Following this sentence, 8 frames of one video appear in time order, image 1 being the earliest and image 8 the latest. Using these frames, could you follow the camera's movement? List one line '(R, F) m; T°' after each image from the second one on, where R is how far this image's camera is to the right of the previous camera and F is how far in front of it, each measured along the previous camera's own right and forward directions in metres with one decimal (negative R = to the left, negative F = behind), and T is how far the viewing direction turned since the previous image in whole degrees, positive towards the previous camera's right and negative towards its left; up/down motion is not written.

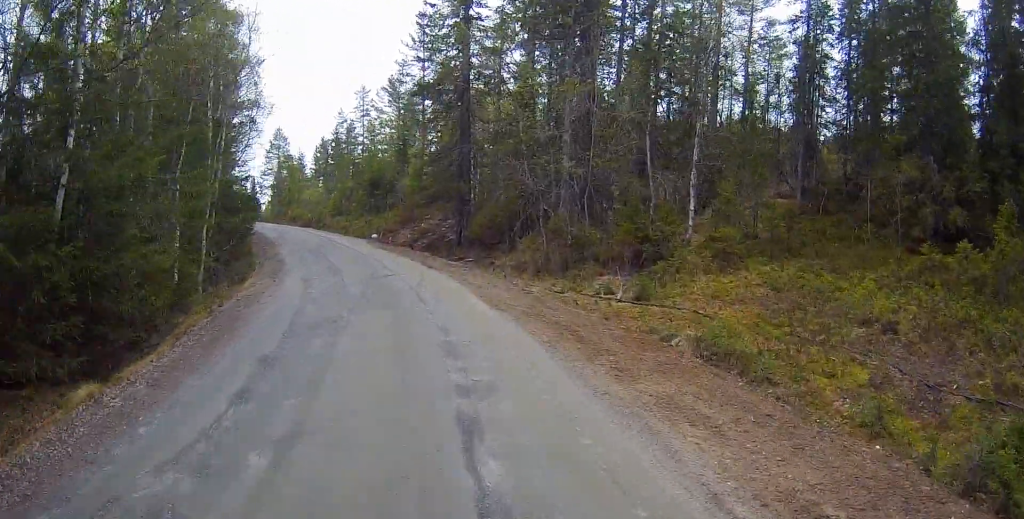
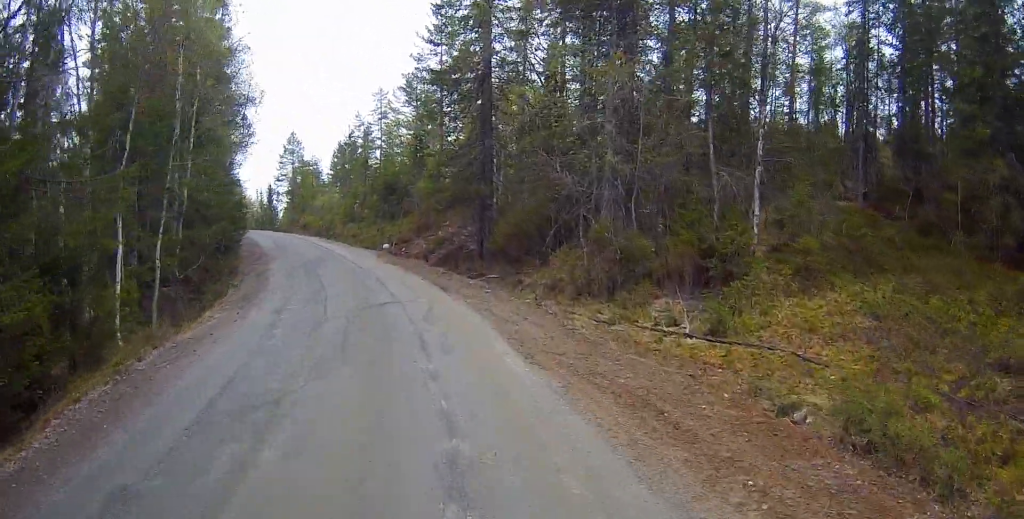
(0.0, +4.0) m; -1°
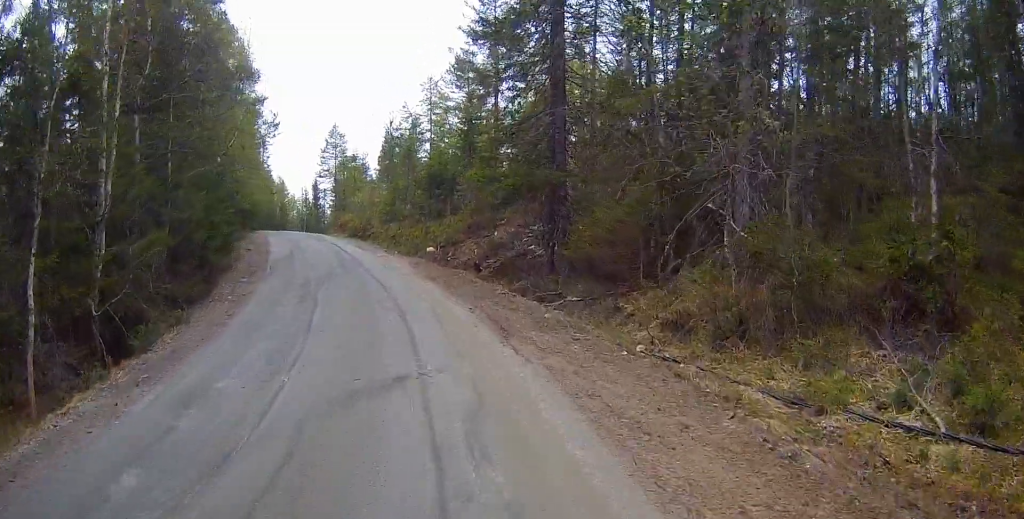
(-0.2, +6.5) m; -6°
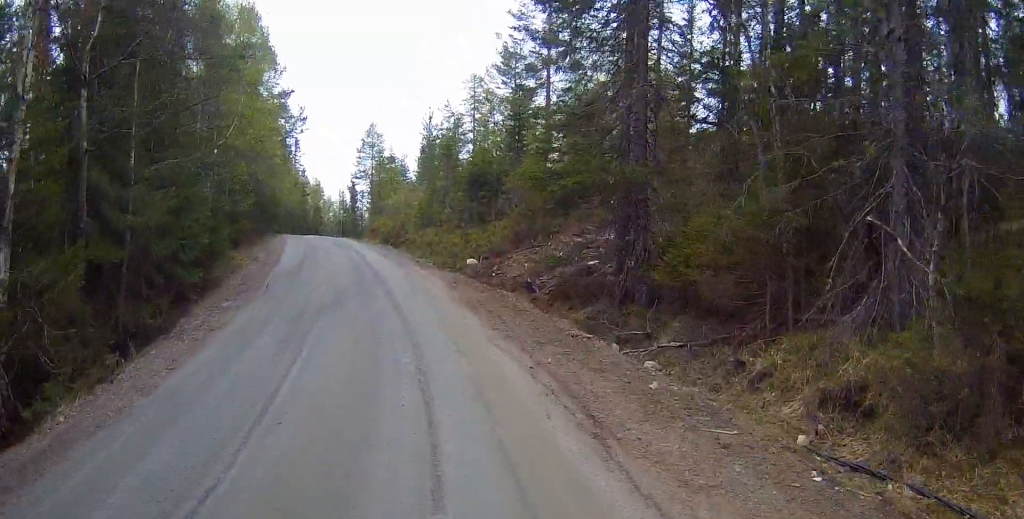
(-0.1, +4.2) m; -5°
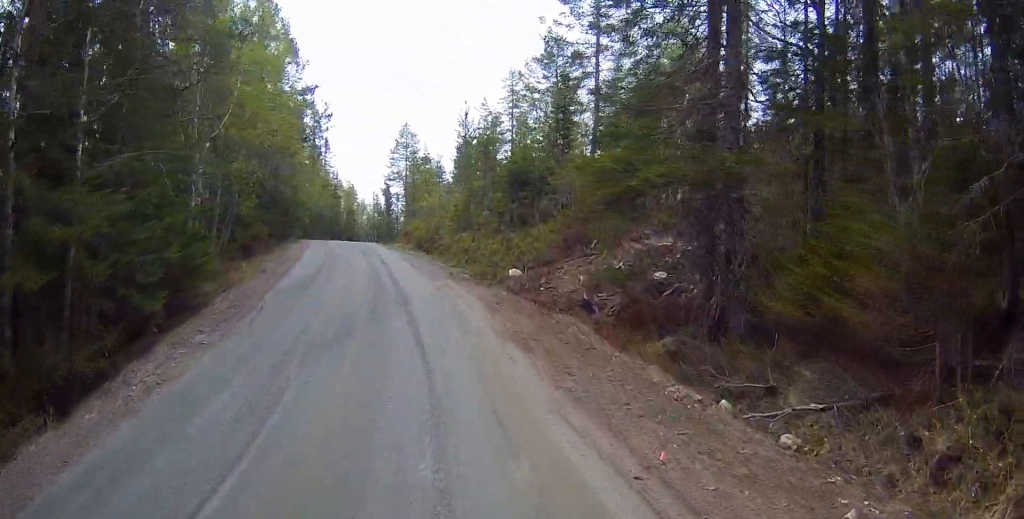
(-0.3, +3.3) m; -3°
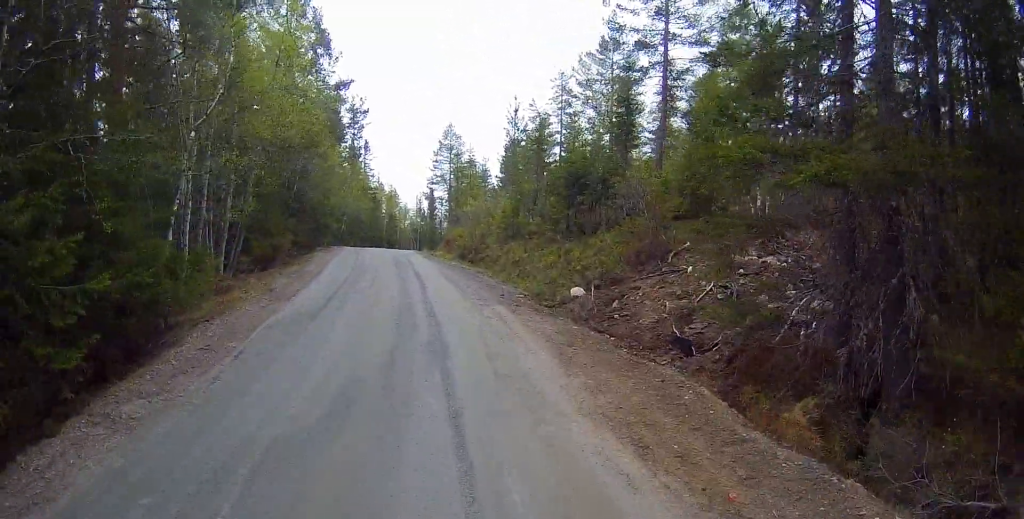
(-0.2, +3.5) m; -3°
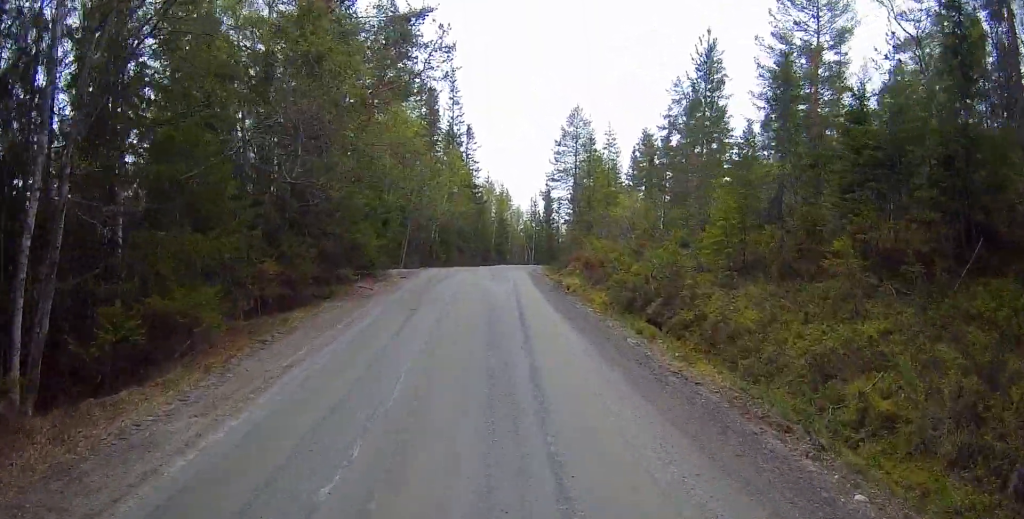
(-0.7, +15.2) m; -7°
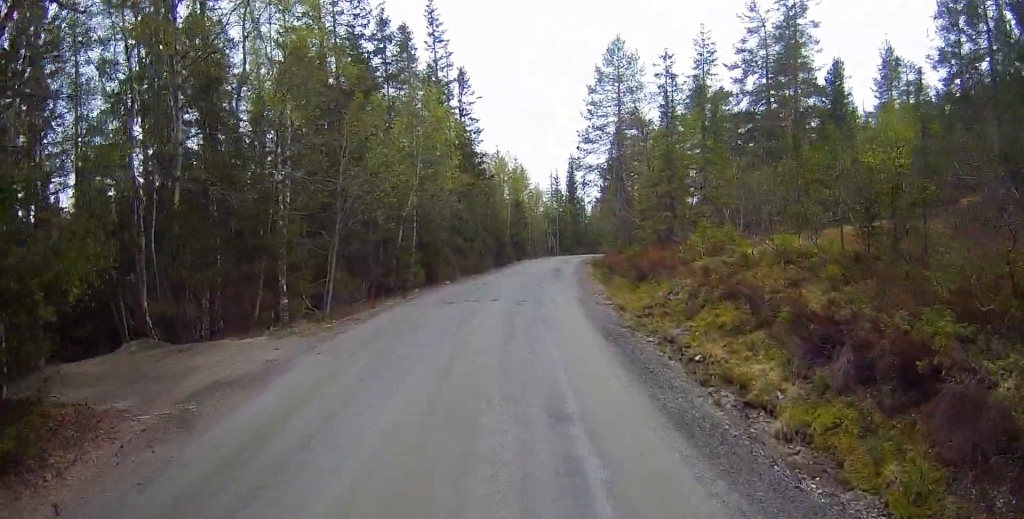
(-0.9, +18.8) m; -2°
